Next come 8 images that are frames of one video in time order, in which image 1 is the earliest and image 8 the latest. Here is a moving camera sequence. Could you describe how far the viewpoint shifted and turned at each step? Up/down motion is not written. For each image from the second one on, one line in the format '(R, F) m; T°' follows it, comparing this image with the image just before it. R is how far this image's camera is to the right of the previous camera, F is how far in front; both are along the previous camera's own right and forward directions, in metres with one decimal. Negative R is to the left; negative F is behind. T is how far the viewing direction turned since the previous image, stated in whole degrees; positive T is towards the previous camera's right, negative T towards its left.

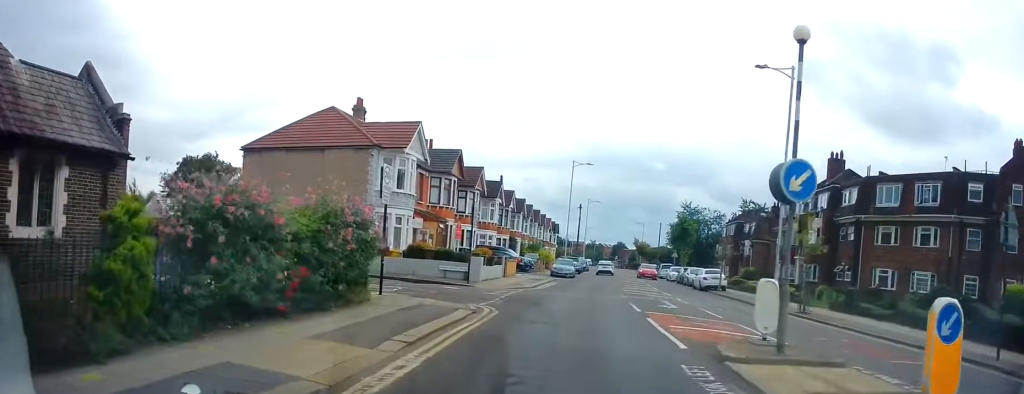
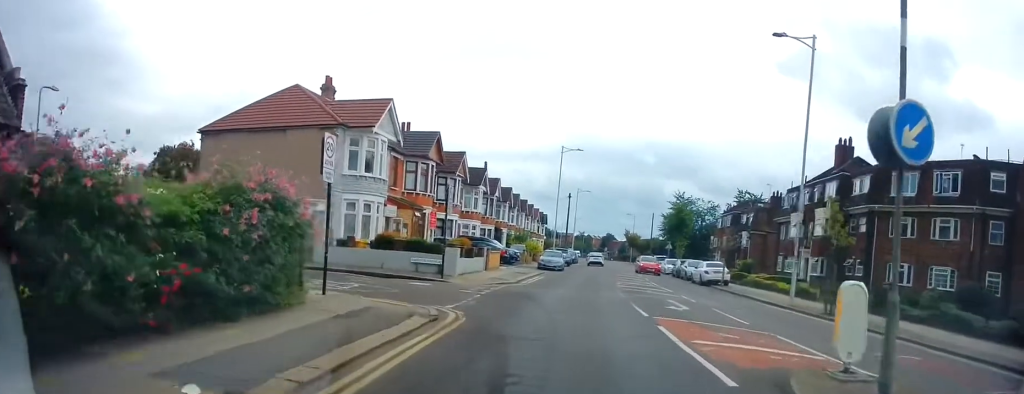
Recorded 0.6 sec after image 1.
(0.0, +3.5) m; +2°
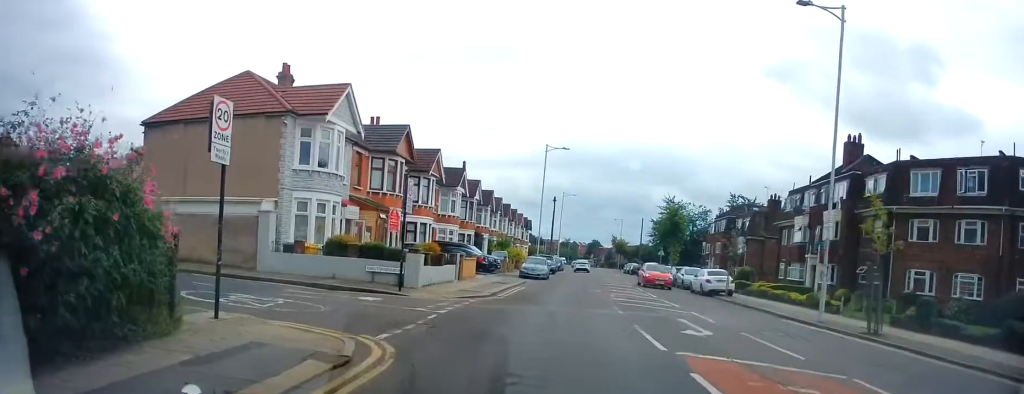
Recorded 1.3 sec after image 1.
(0.0, +4.0) m; +2°
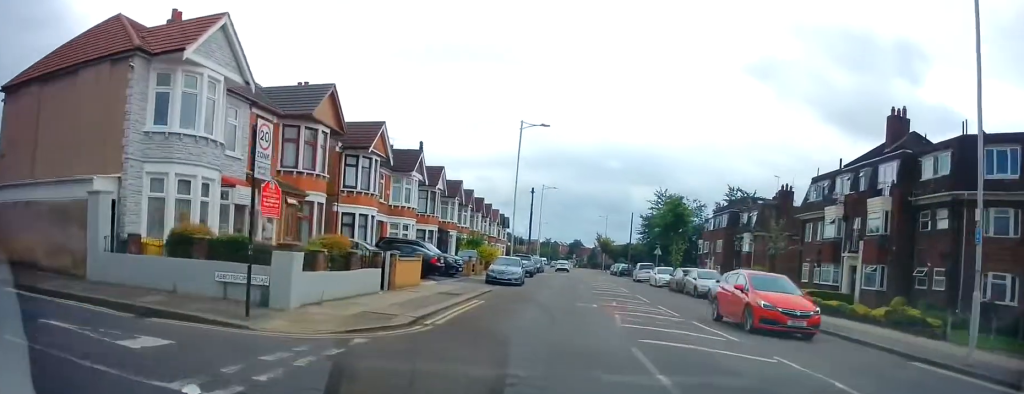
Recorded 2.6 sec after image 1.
(+0.3, +8.5) m; +1°
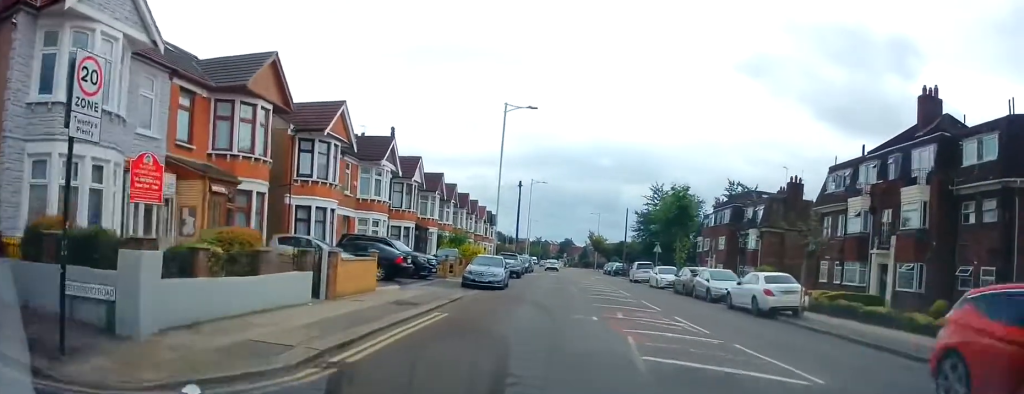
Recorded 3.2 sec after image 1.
(0.0, +4.4) m; 0°
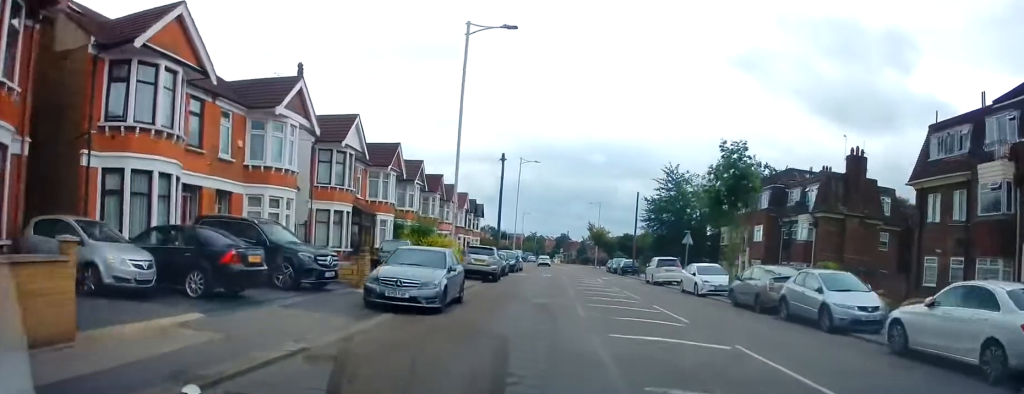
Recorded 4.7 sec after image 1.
(-0.1, +12.0) m; 0°
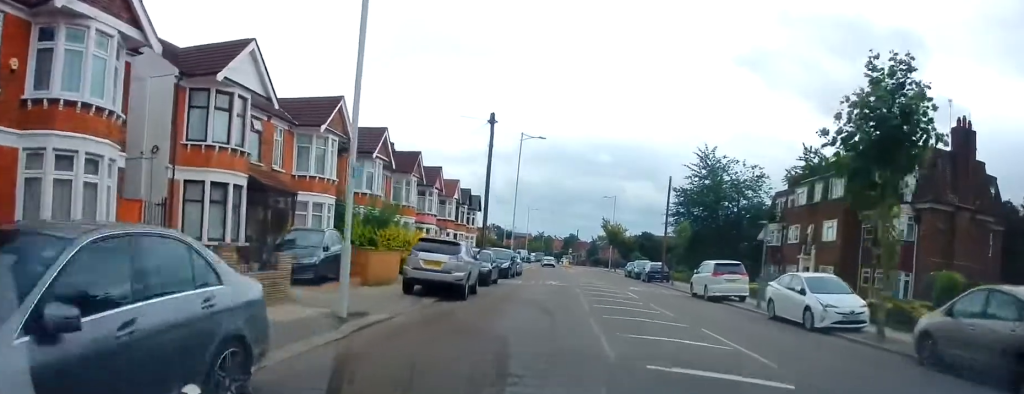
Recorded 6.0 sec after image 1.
(0.0, +11.3) m; 0°
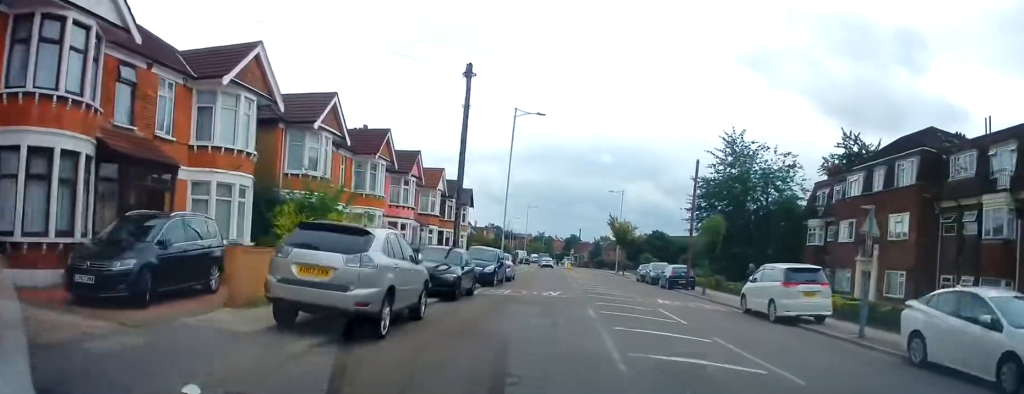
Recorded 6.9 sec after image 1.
(0.0, +7.8) m; 0°
